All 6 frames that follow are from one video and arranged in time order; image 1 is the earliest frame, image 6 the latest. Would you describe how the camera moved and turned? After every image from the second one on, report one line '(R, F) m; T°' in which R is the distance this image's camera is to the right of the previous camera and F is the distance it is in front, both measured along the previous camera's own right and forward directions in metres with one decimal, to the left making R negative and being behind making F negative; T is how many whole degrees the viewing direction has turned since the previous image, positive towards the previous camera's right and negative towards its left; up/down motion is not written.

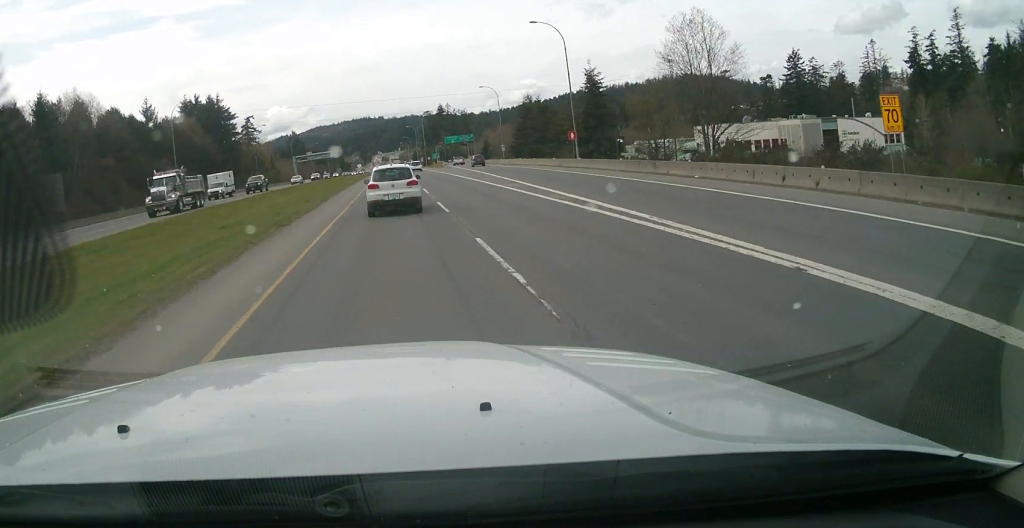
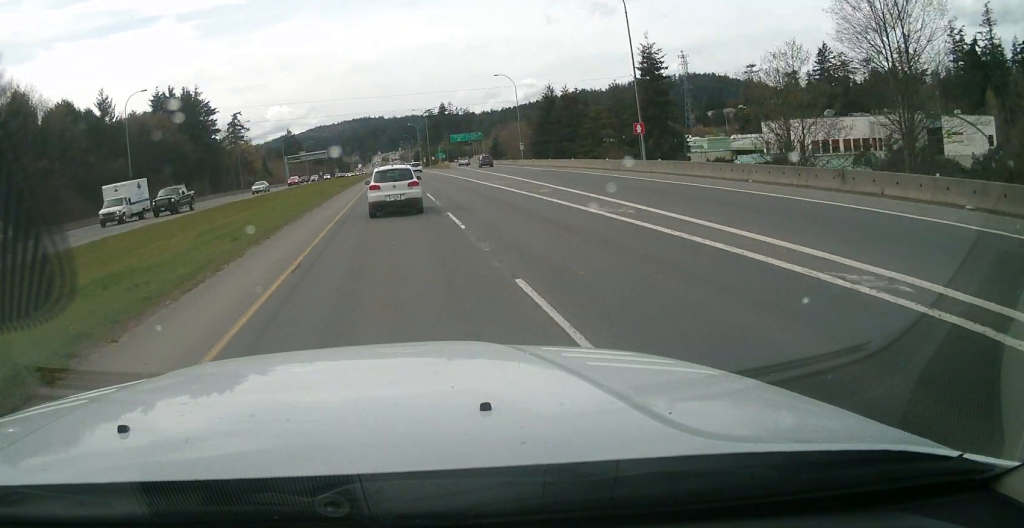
(0.0, +17.9) m; 0°
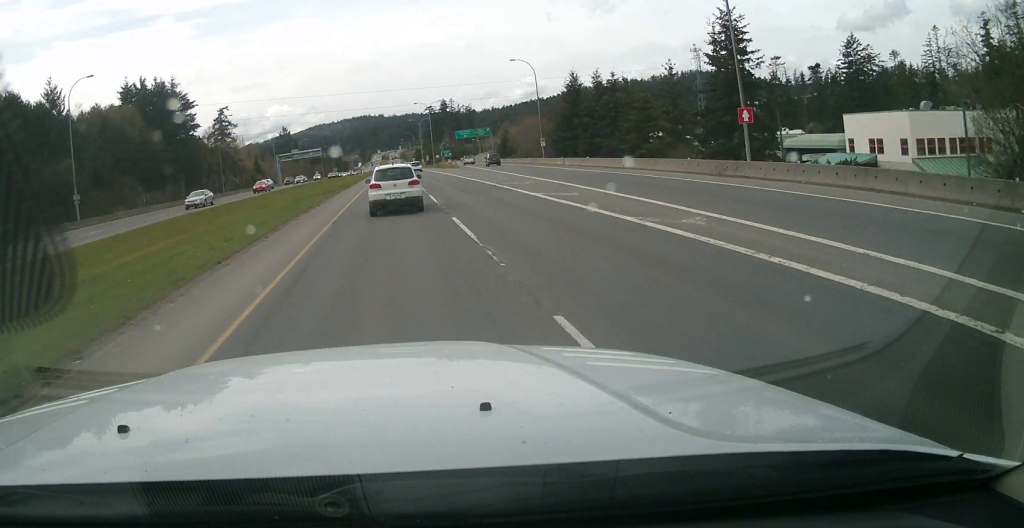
(0.0, +15.4) m; 0°
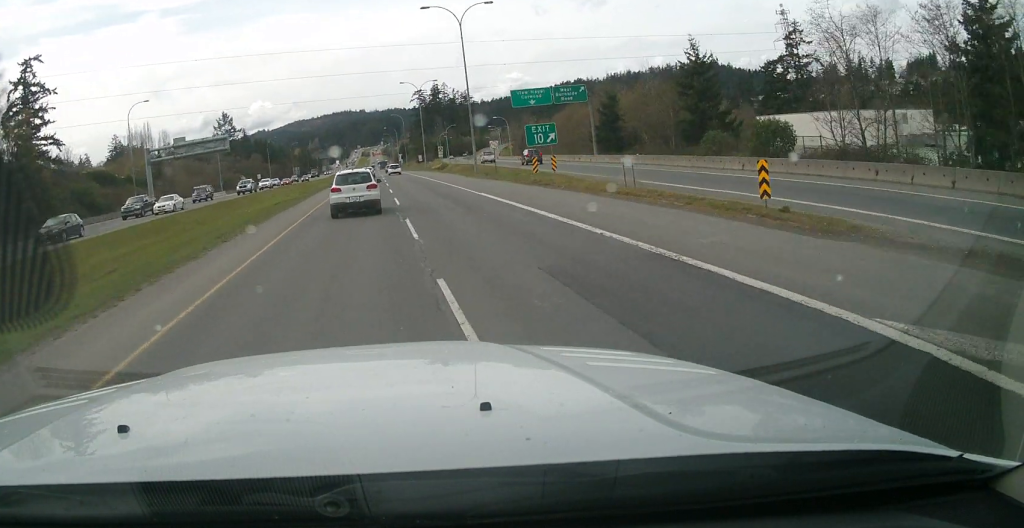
(+0.1, +94.1) m; 0°
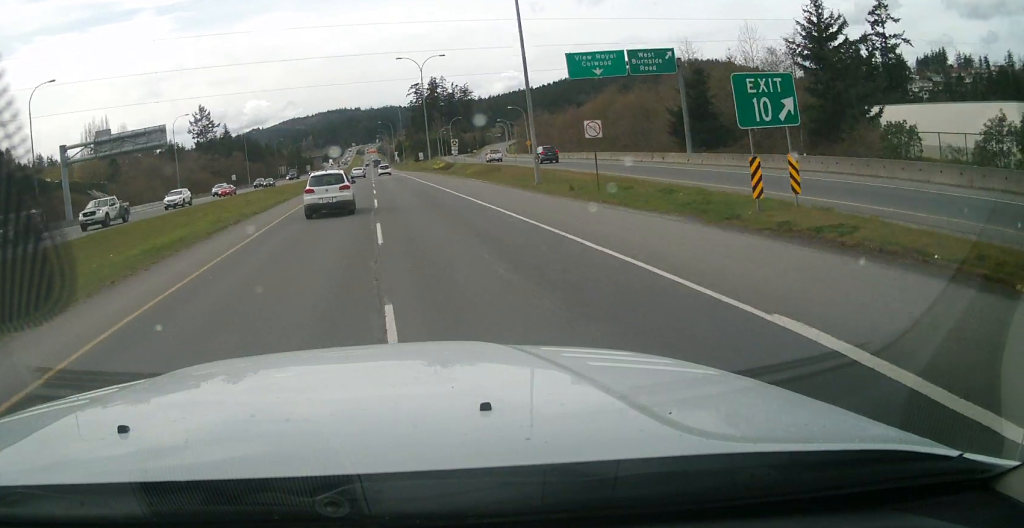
(0.0, +25.8) m; 0°
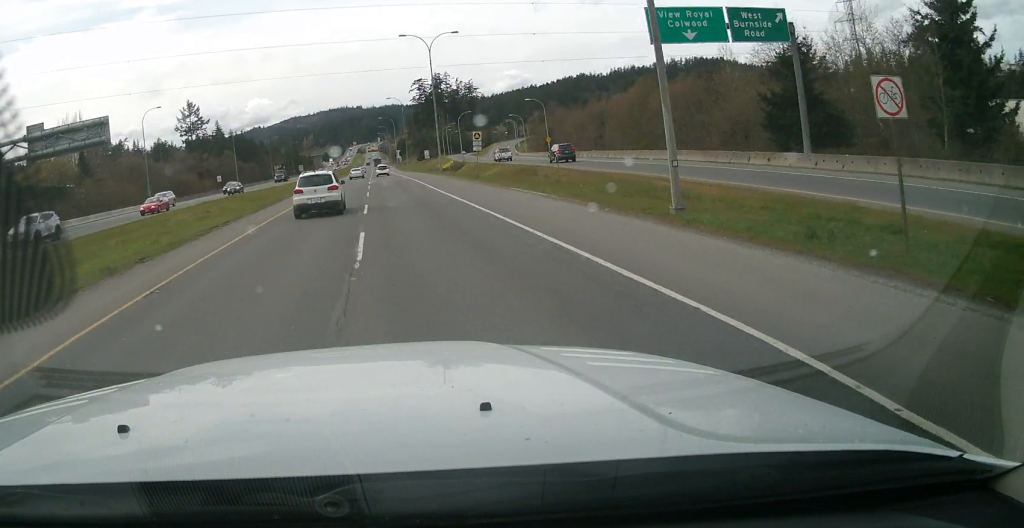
(0.0, +15.6) m; +1°
